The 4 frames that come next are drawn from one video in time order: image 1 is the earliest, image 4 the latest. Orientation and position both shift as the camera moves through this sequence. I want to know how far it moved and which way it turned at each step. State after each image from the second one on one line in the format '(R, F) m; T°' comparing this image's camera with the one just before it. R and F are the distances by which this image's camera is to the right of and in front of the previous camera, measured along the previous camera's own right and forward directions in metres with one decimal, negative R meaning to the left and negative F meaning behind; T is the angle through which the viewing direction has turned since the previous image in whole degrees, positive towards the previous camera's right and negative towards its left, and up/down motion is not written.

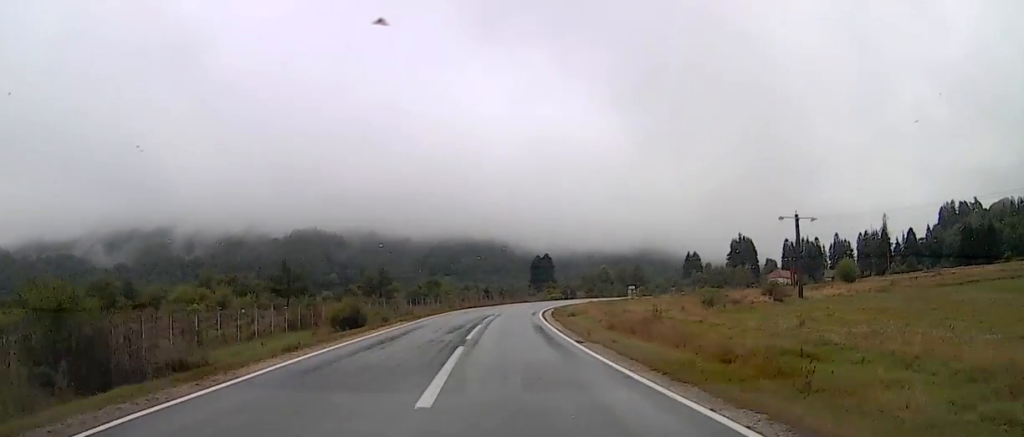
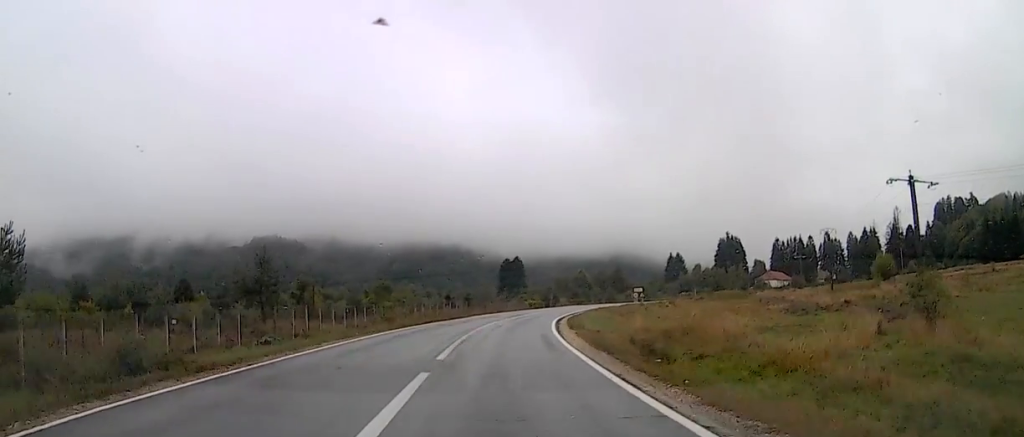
(-0.2, +25.9) m; 0°
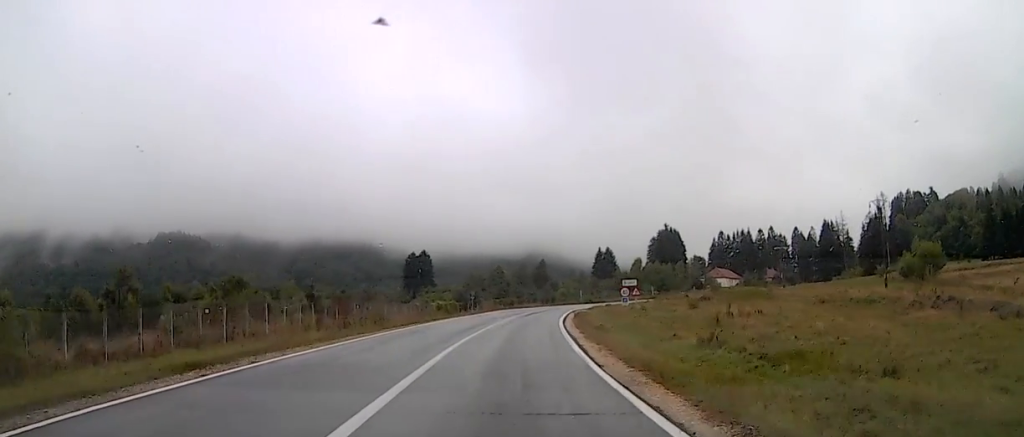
(+3.3, +39.1) m; +11°
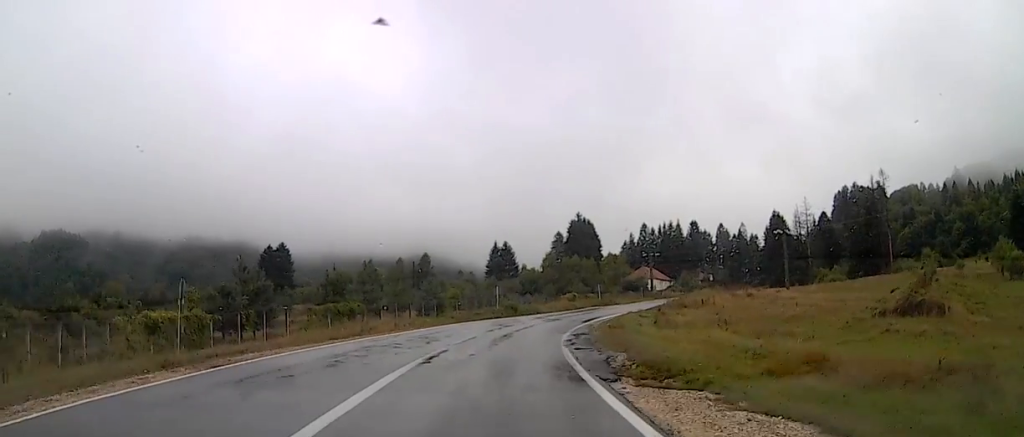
(+4.8, +54.3) m; +12°
